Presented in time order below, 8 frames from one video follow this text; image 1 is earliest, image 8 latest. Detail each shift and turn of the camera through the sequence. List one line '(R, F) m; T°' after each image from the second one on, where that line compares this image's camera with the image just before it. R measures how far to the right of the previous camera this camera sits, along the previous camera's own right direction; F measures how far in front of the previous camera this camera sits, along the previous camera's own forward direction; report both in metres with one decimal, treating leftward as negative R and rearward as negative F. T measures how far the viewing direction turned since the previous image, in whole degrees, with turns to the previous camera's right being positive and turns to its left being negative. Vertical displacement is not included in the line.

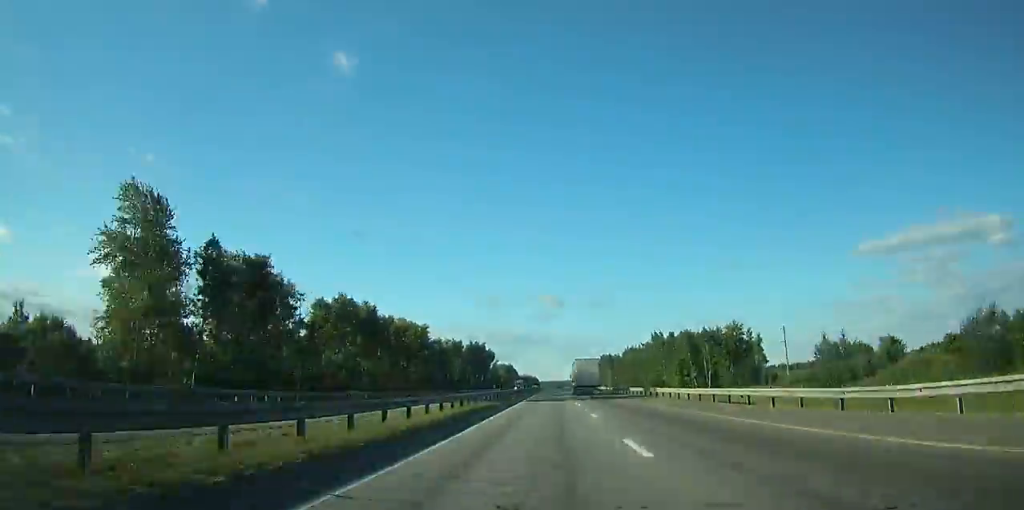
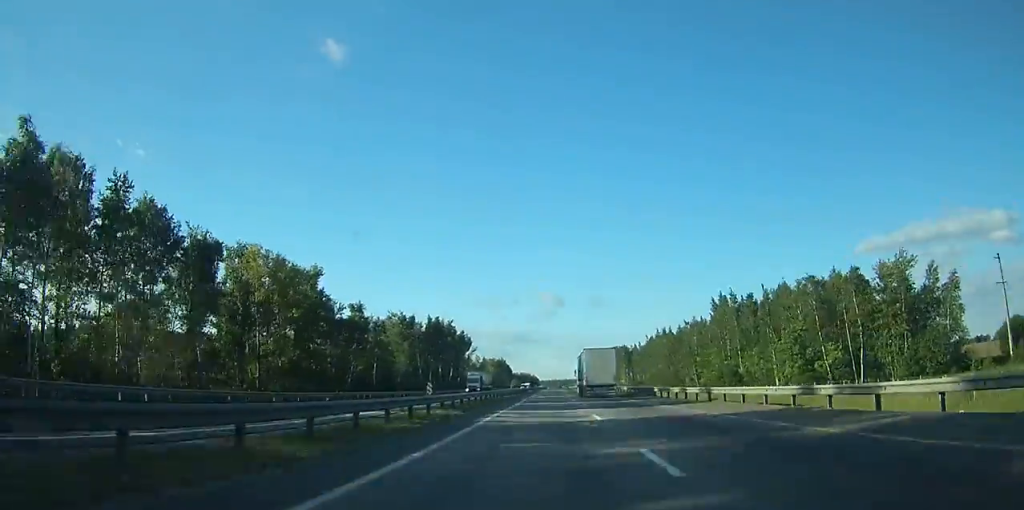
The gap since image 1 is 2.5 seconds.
(0.0, +77.7) m; 0°
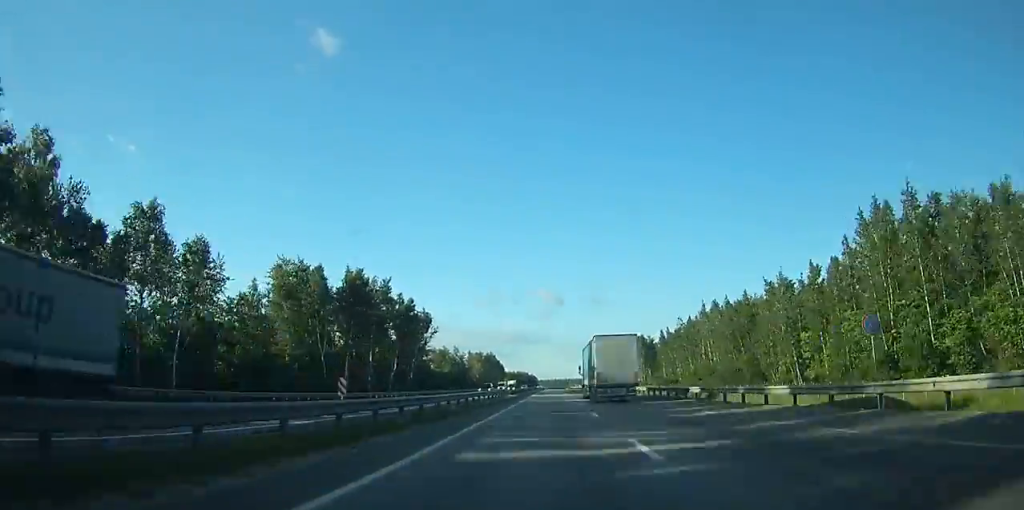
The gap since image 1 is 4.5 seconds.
(0.0, +62.7) m; 0°
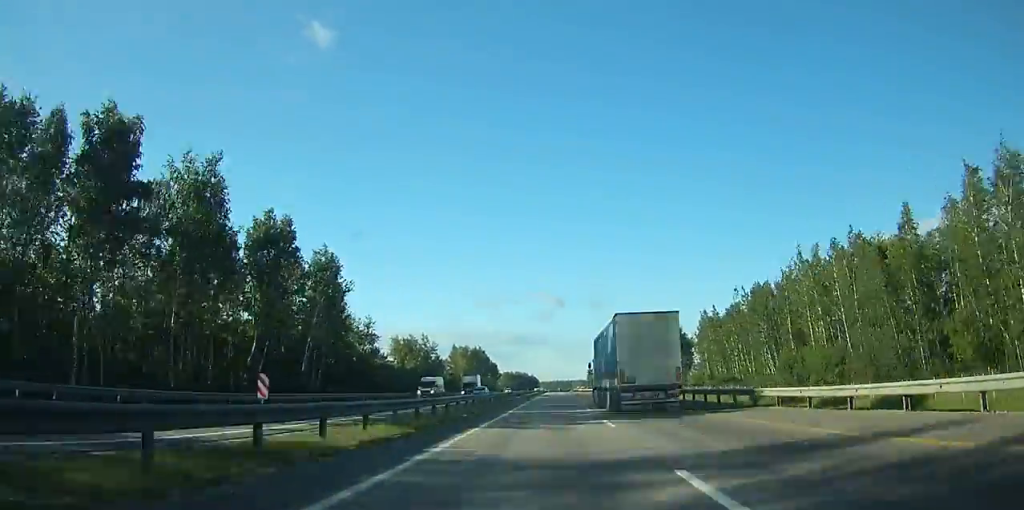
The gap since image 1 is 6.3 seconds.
(0.0, +56.6) m; 0°
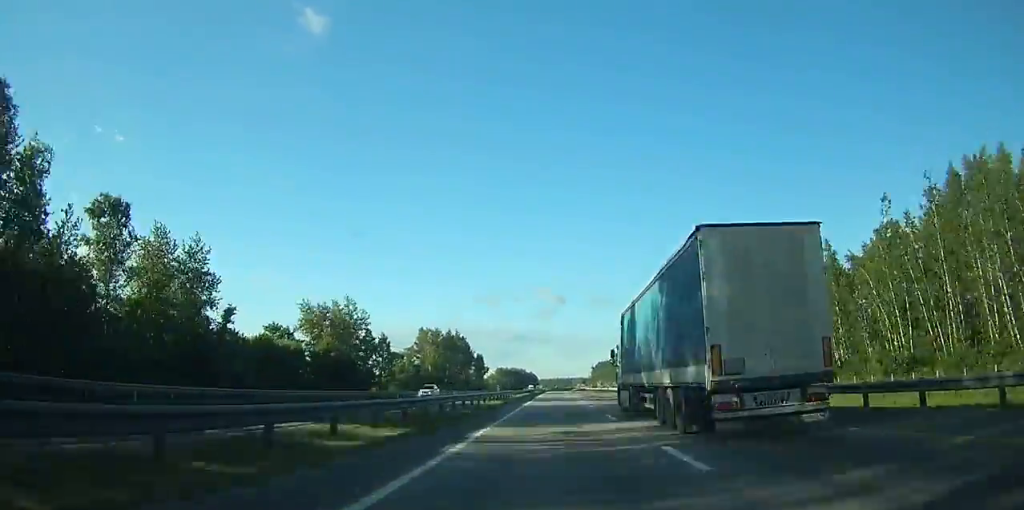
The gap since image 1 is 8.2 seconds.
(0.0, +63.2) m; 0°
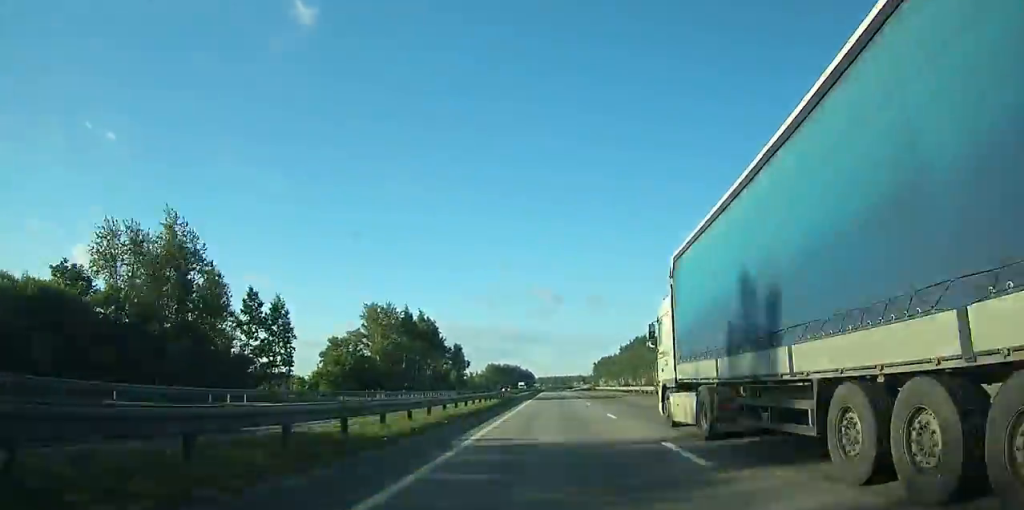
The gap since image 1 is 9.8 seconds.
(-0.1, +49.7) m; 0°
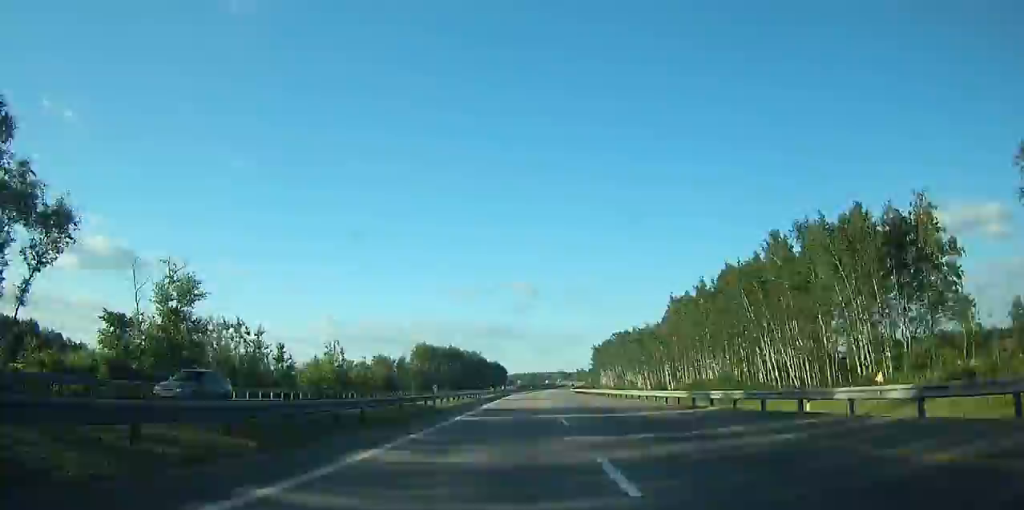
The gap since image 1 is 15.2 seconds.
(+1.9, +159.6) m; +2°
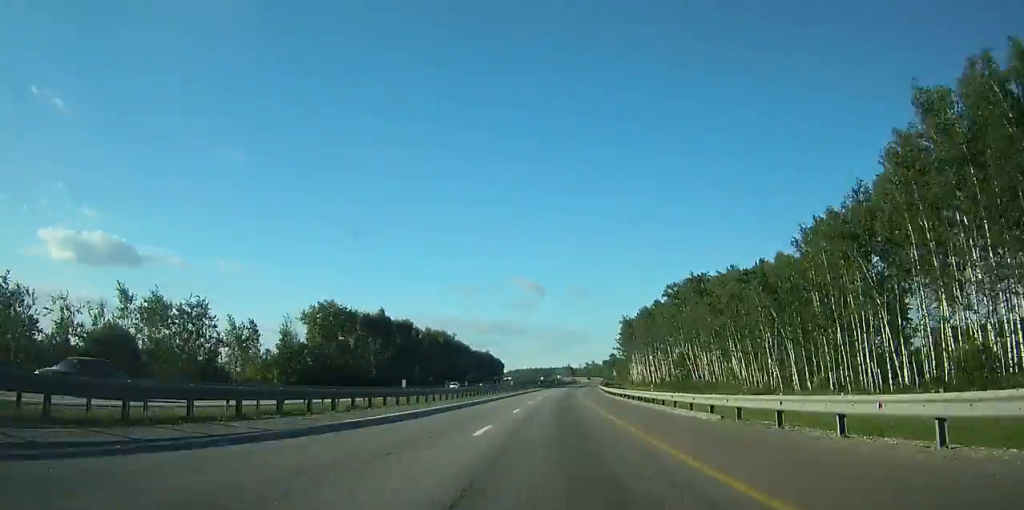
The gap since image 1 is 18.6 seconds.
(+0.8, +90.8) m; +1°
